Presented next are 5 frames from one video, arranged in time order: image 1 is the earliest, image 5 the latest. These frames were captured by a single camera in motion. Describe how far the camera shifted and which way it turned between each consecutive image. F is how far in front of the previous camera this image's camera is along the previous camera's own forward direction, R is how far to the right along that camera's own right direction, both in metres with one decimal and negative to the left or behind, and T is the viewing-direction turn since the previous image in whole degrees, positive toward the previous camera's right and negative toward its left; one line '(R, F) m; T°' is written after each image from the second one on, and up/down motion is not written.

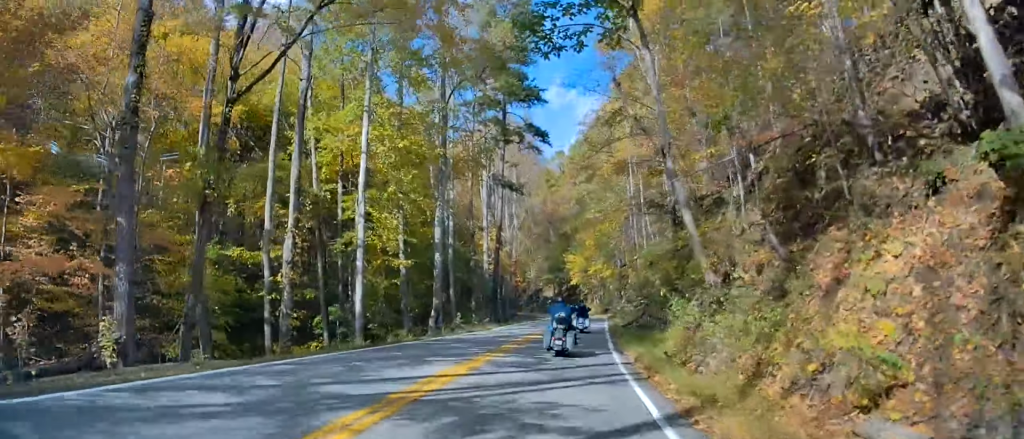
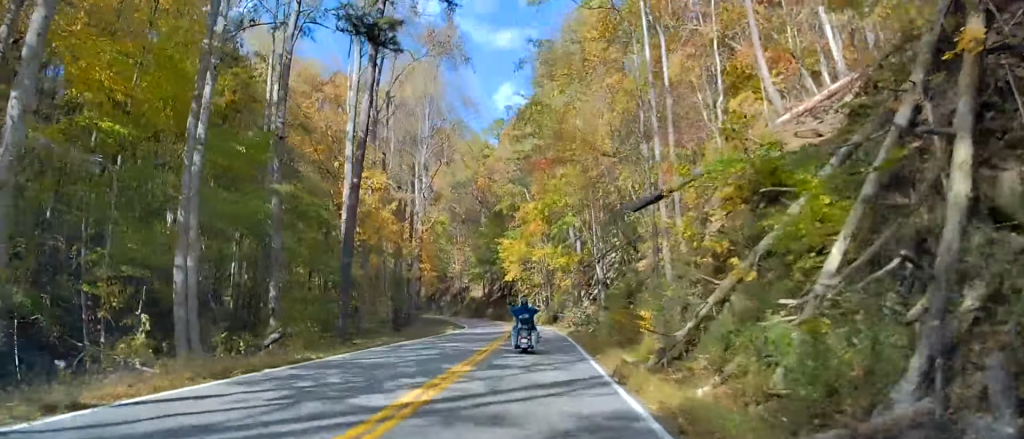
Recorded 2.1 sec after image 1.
(+3.7, +31.2) m; +10°
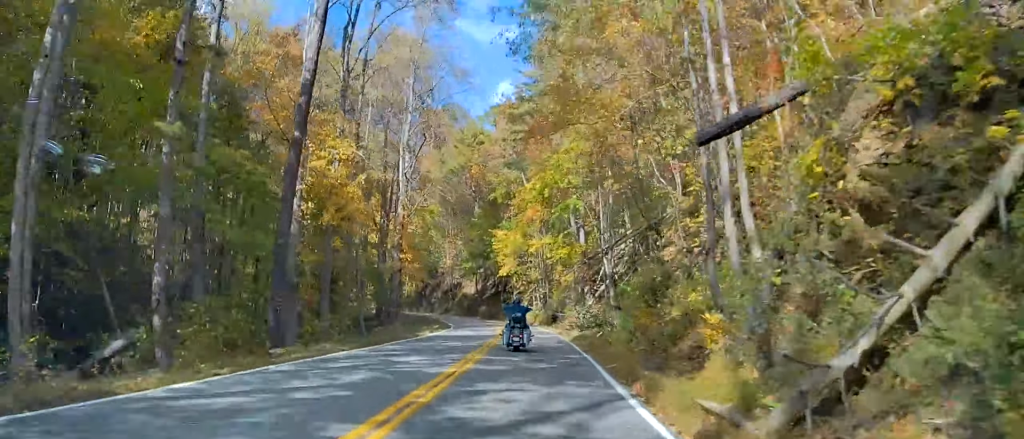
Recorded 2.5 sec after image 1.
(-0.2, +7.6) m; +2°
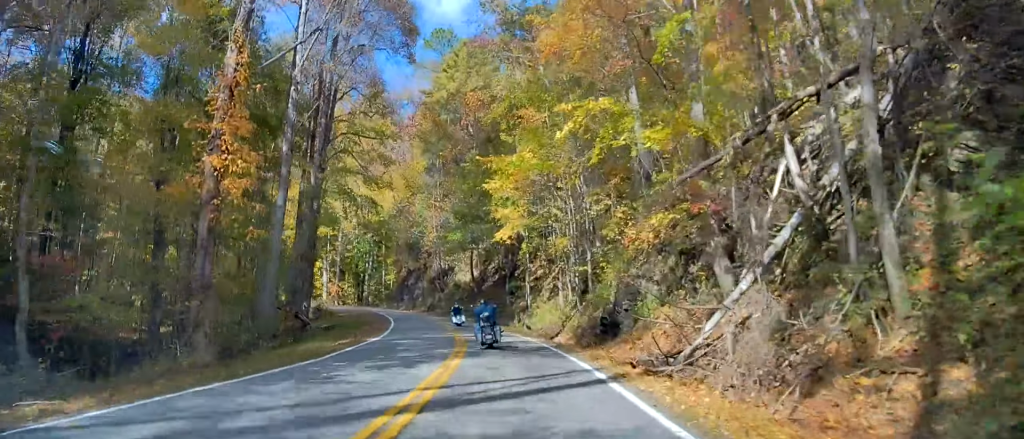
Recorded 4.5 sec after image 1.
(+1.0, +33.5) m; 0°
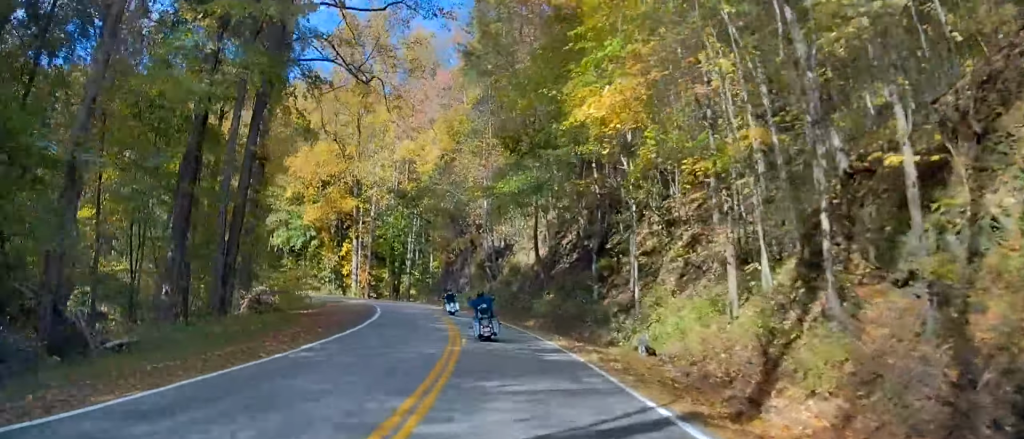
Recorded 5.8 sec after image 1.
(-0.6, +23.8) m; -6°
